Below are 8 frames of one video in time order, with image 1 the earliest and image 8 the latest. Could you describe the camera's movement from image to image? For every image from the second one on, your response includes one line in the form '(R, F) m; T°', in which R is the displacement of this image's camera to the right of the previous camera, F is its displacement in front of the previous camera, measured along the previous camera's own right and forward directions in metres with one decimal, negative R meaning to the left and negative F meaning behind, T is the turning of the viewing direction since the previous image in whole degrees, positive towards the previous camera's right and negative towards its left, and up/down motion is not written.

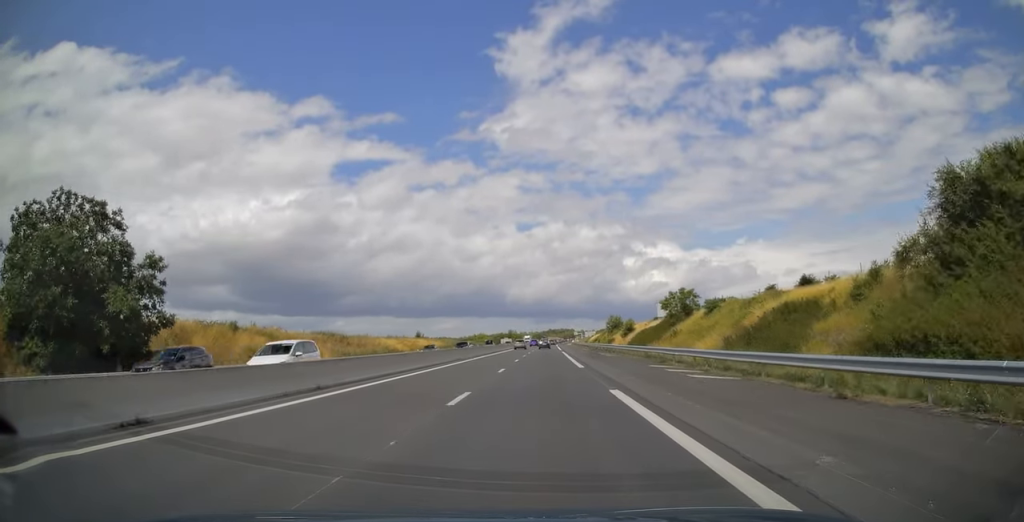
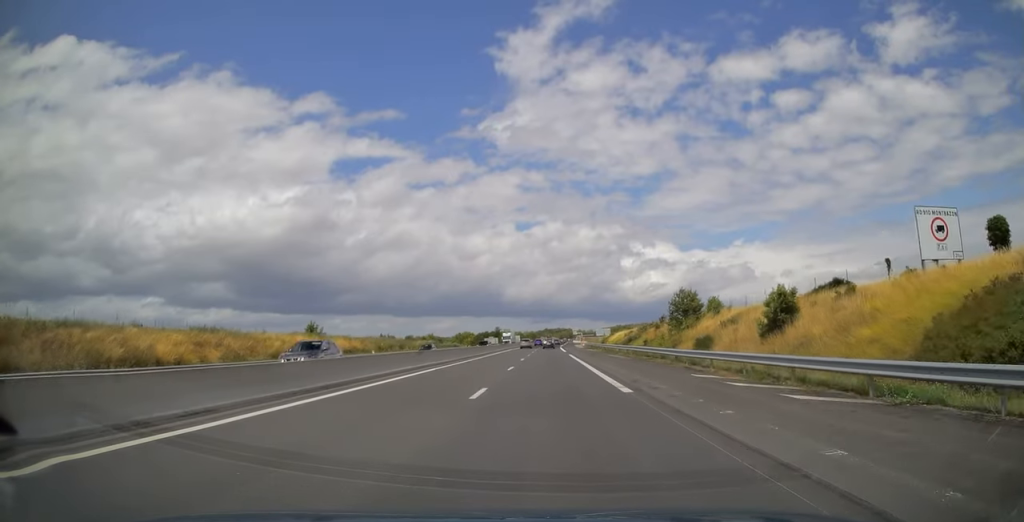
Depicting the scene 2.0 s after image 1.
(-0.1, +65.6) m; 0°
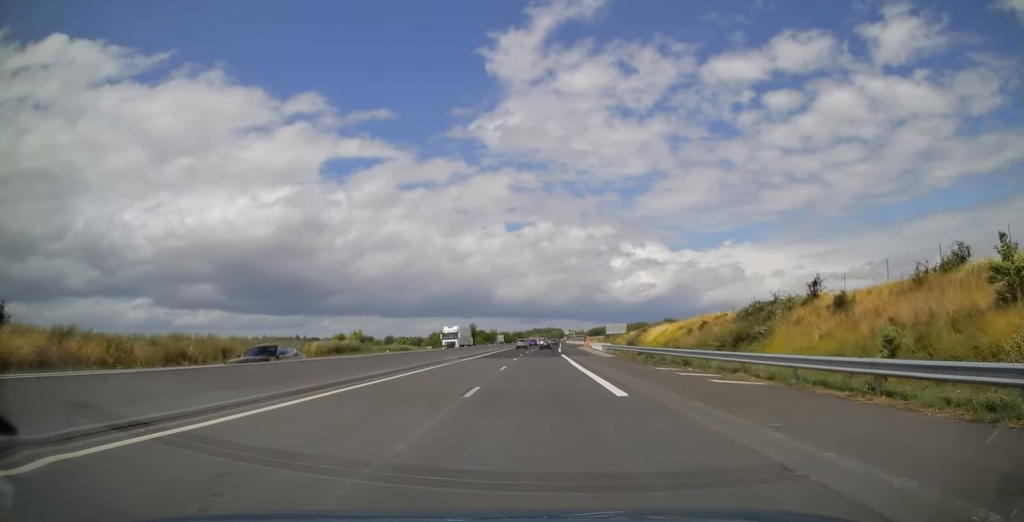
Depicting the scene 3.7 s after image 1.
(+0.2, +52.7) m; 0°
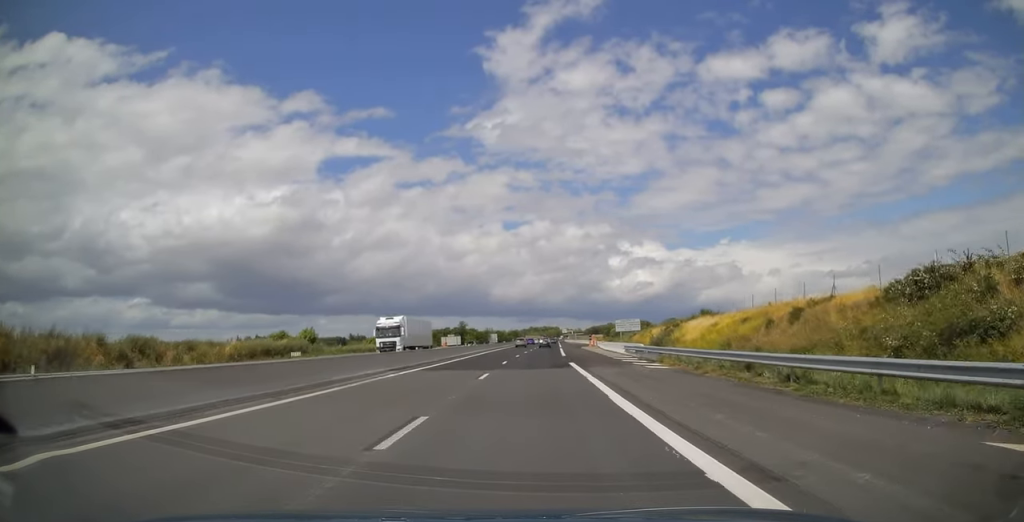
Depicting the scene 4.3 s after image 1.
(0.0, +20.5) m; 0°
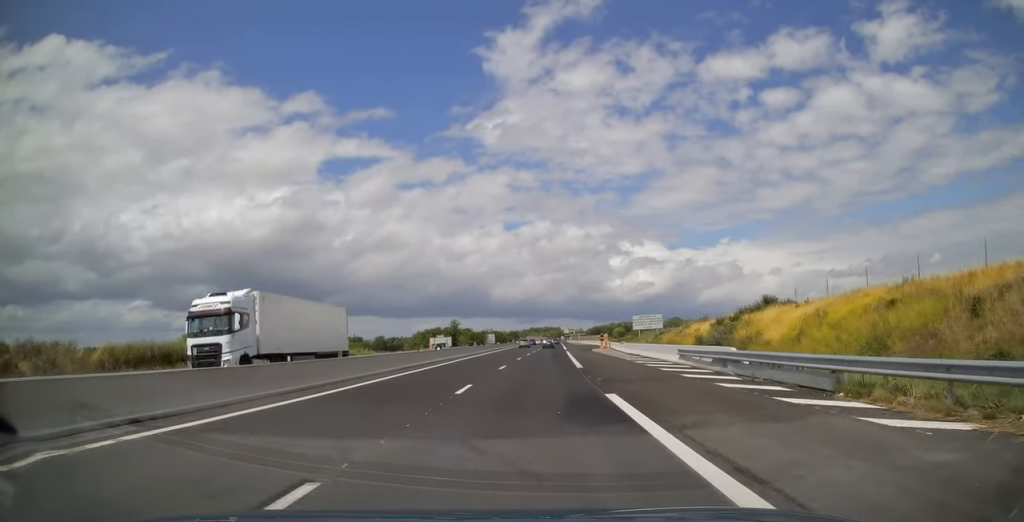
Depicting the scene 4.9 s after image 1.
(0.0, +18.3) m; 0°
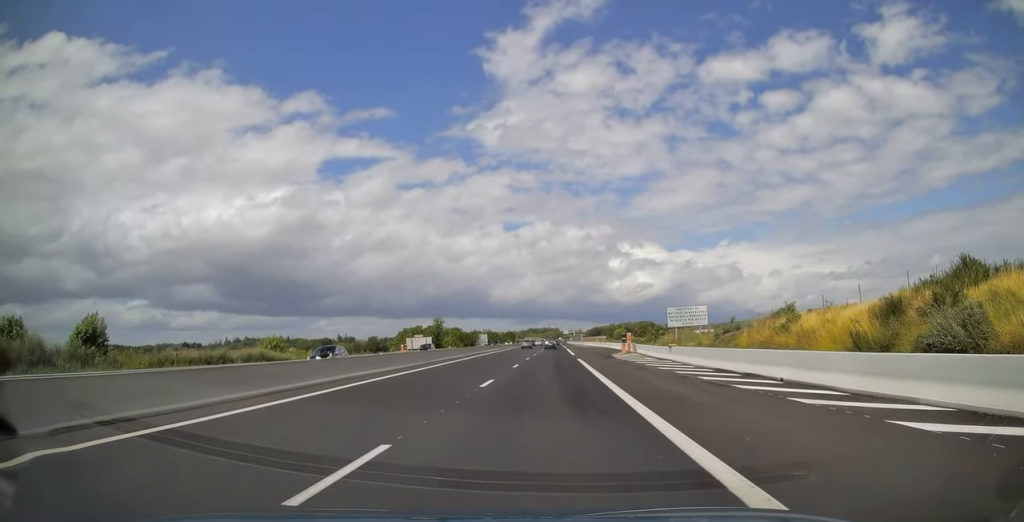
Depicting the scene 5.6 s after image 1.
(+0.2, +23.7) m; 0°
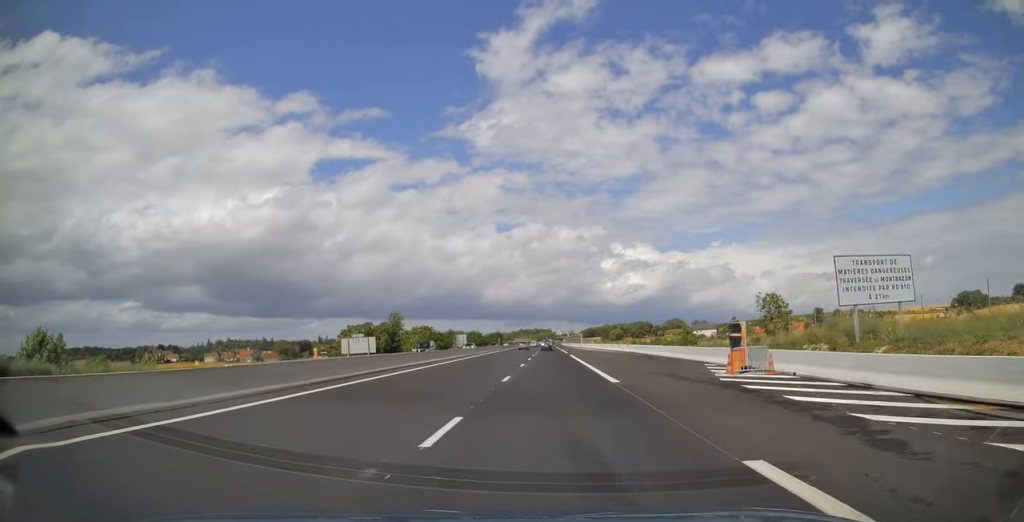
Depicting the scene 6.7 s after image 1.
(+0.1, +36.0) m; 0°
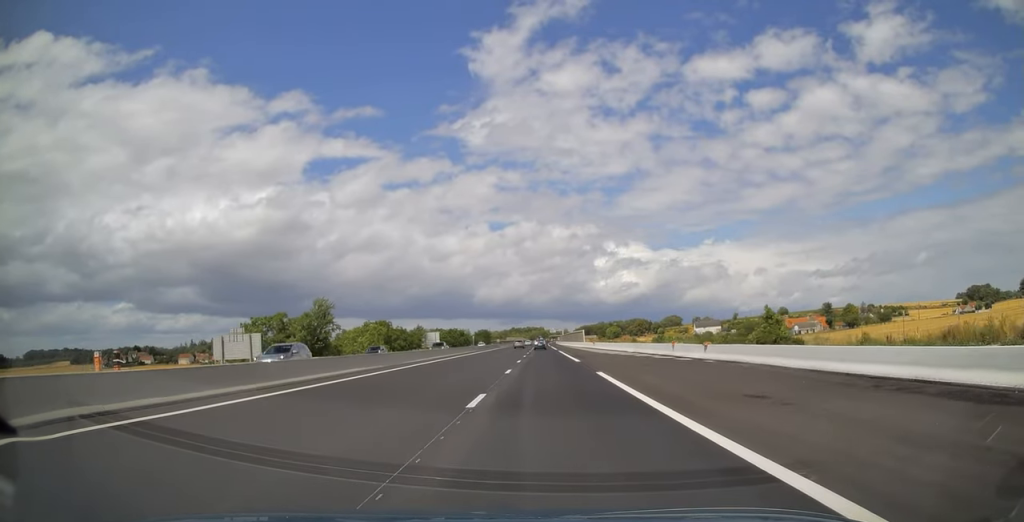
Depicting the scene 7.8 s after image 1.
(+0.1, +34.4) m; +1°
